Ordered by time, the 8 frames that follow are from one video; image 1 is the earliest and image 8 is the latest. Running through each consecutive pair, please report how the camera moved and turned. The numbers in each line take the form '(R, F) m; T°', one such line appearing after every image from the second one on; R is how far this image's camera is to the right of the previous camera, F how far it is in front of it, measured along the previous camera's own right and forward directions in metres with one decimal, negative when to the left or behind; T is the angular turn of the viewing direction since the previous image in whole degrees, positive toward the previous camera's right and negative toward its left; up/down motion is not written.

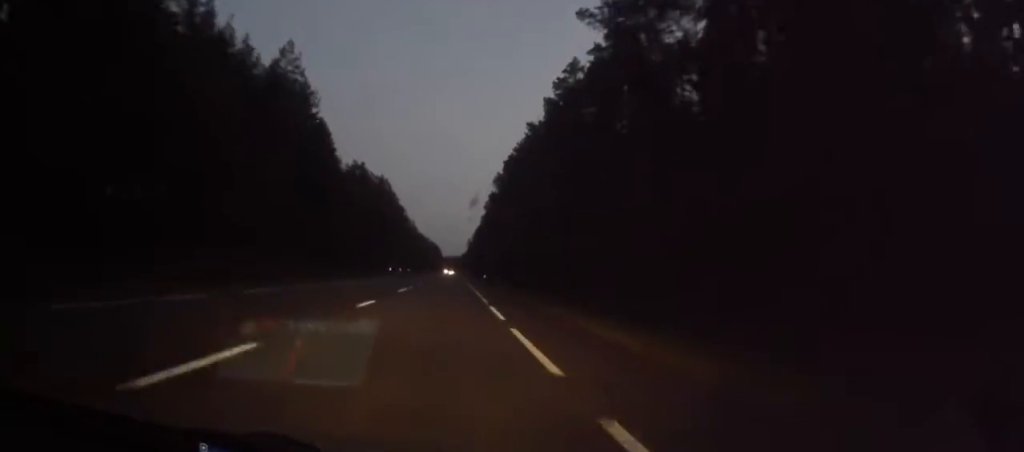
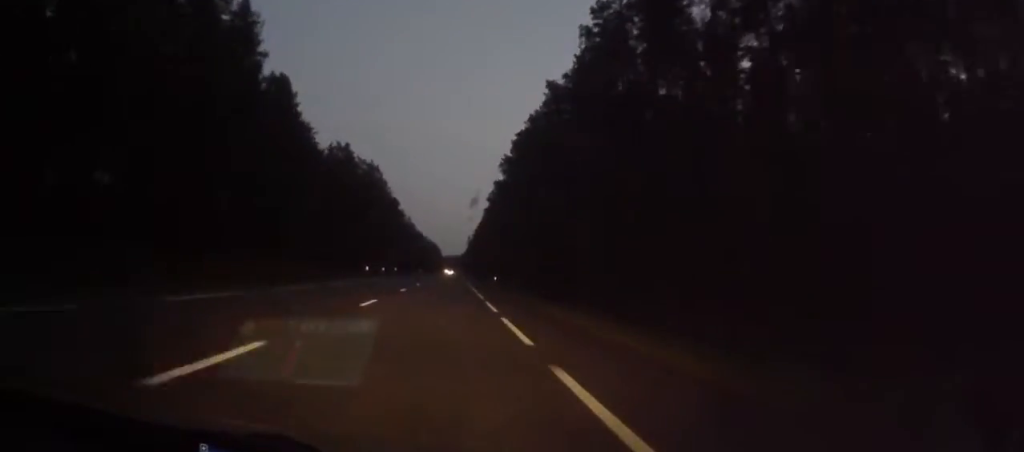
(-0.2, +23.6) m; 0°
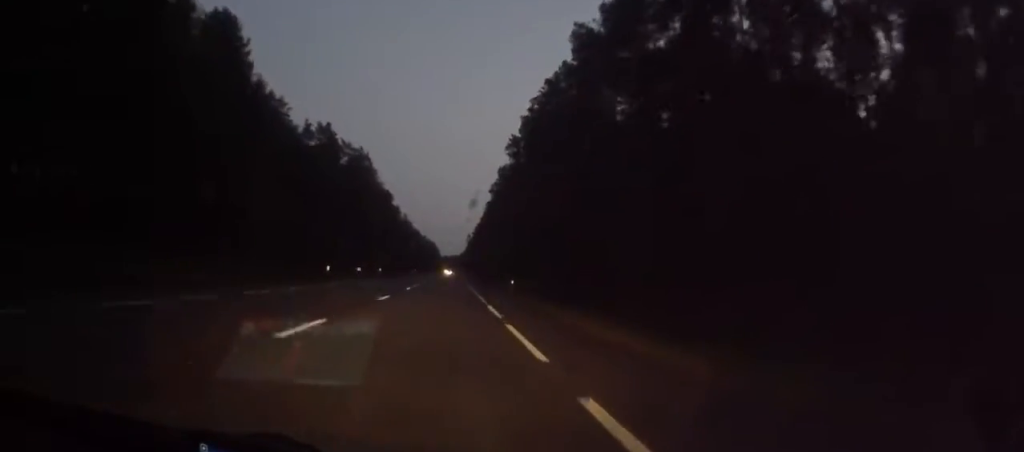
(-0.1, +19.9) m; 0°
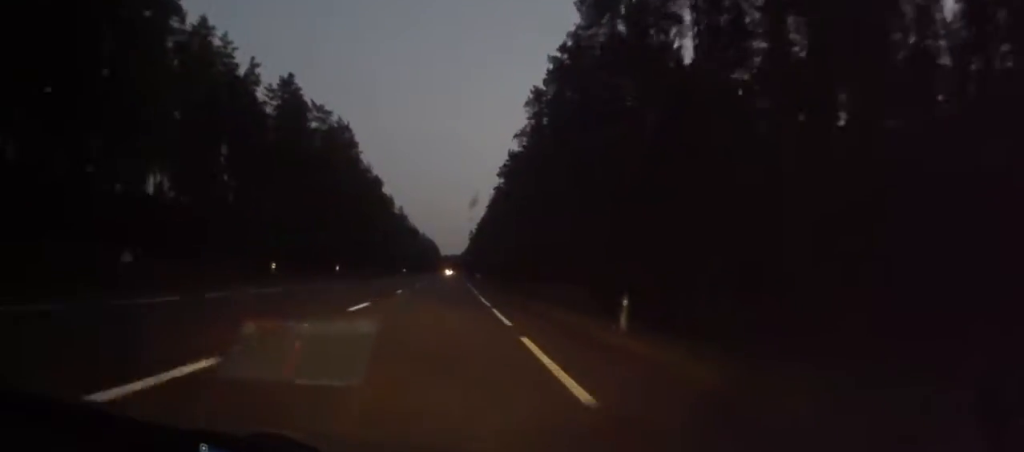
(0.0, +29.6) m; 0°
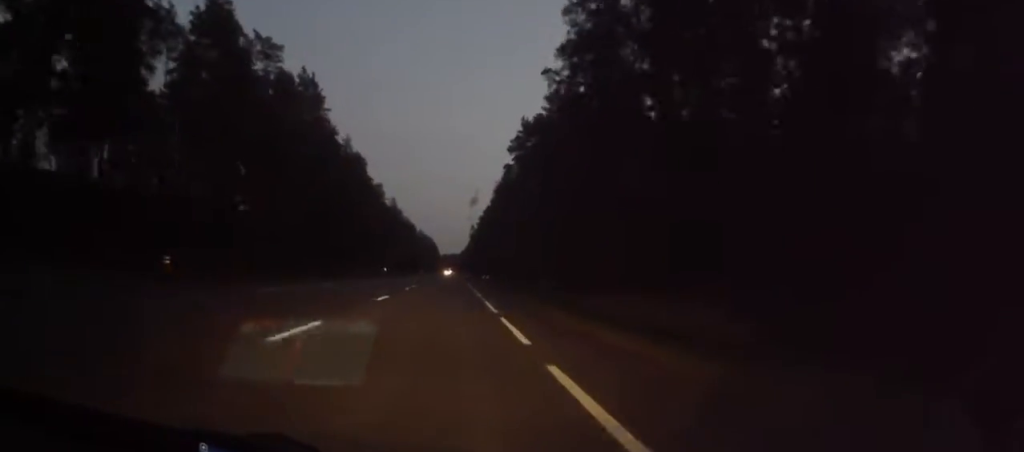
(0.0, +30.6) m; 0°
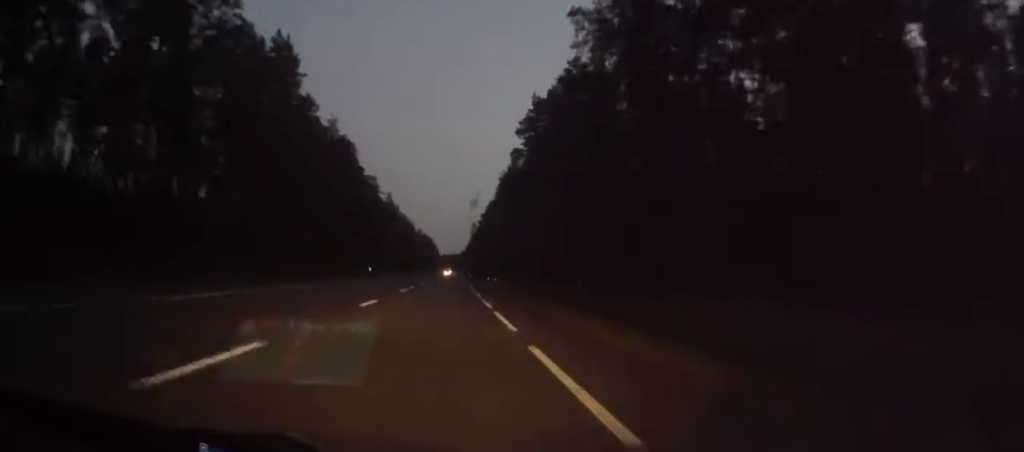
(0.0, +15.3) m; 0°
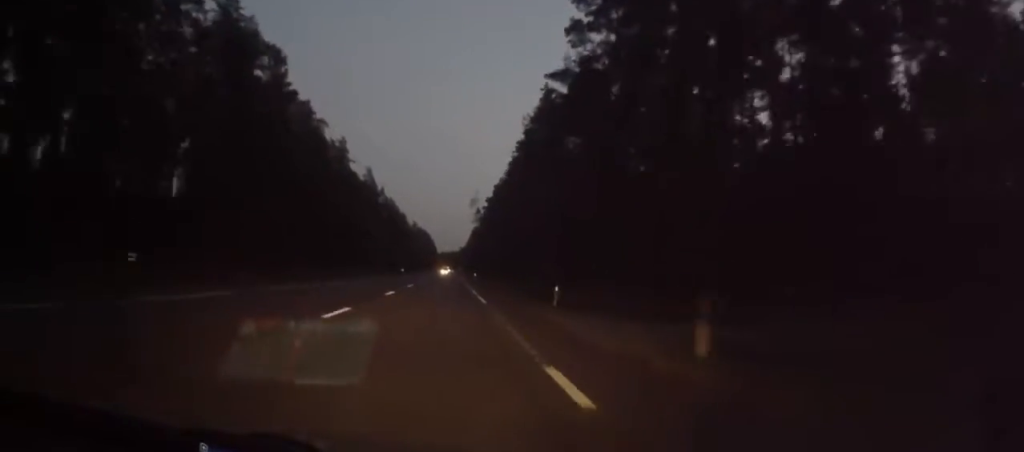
(+0.5, +51.9) m; +1°
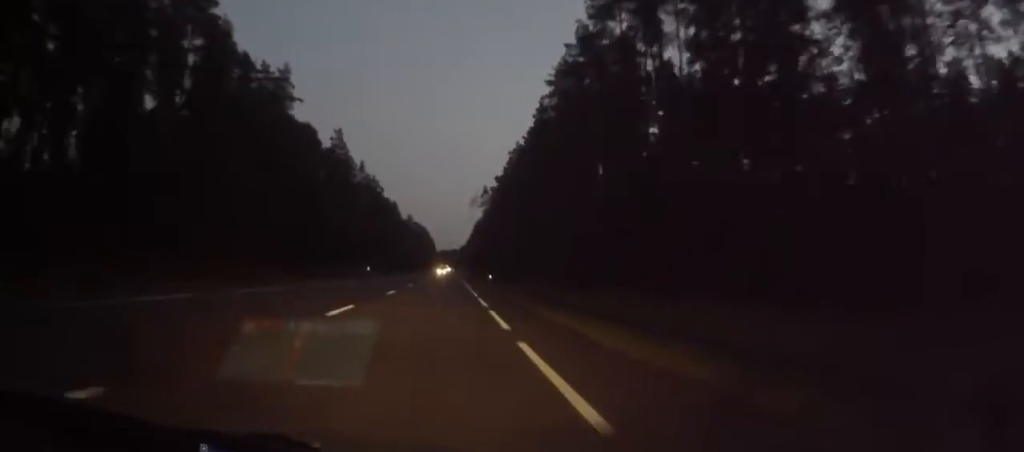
(-0.3, +46.8) m; -1°
